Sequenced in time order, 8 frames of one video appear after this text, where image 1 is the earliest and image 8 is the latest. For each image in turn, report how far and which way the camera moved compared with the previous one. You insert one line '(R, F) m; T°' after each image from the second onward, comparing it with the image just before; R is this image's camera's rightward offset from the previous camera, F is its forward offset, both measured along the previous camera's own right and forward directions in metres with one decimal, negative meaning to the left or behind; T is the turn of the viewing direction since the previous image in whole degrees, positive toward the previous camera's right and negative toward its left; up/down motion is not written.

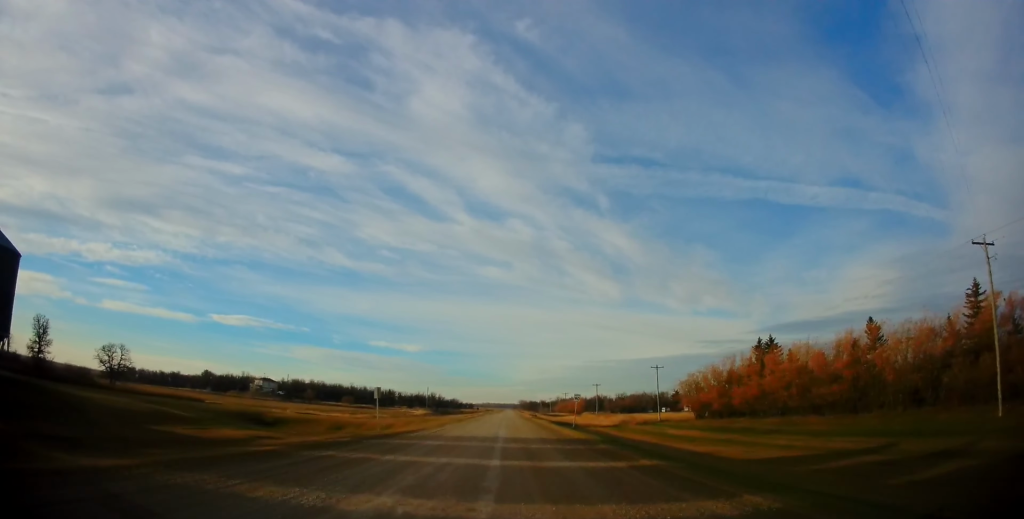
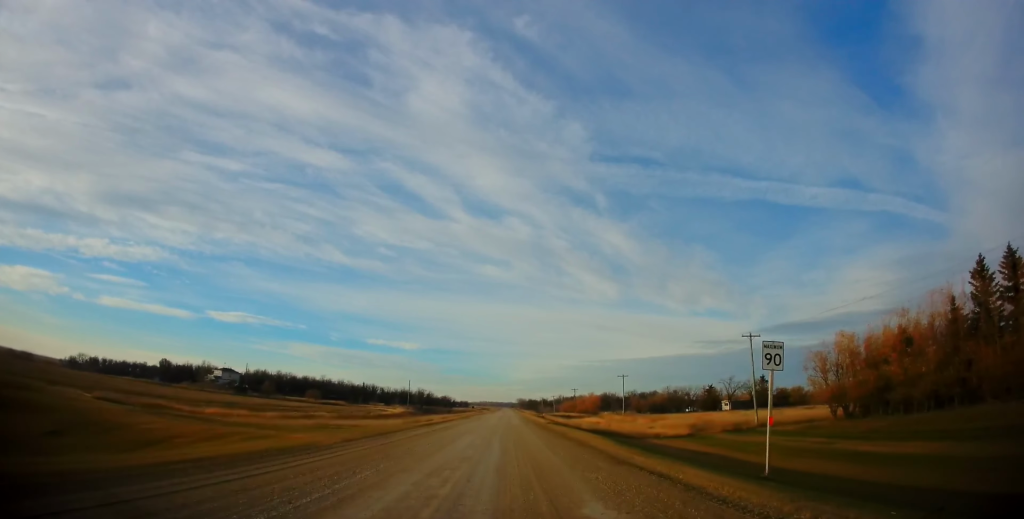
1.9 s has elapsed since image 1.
(0.0, +41.1) m; 0°
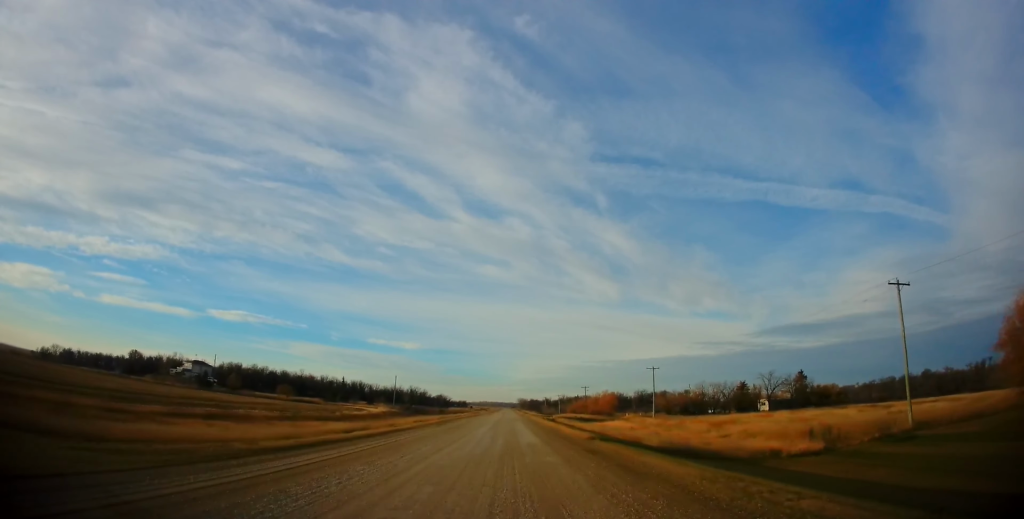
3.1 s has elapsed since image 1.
(+0.1, +25.8) m; 0°
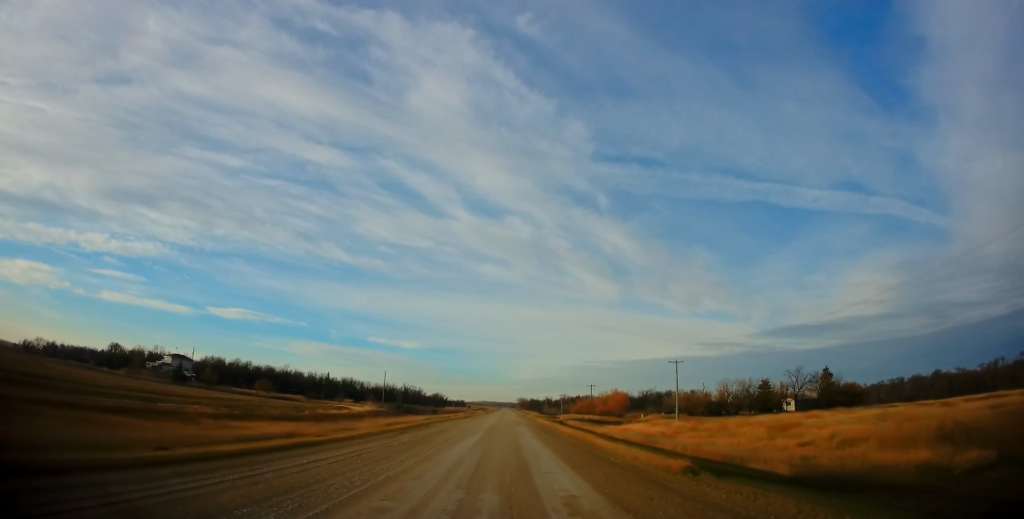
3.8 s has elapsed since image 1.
(0.0, +14.0) m; 0°
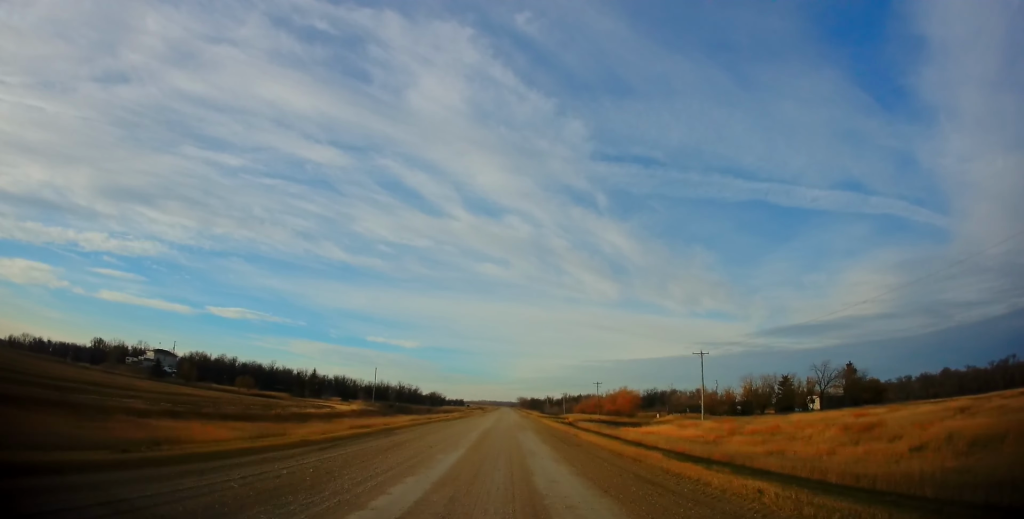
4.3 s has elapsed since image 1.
(-0.2, +10.8) m; 0°
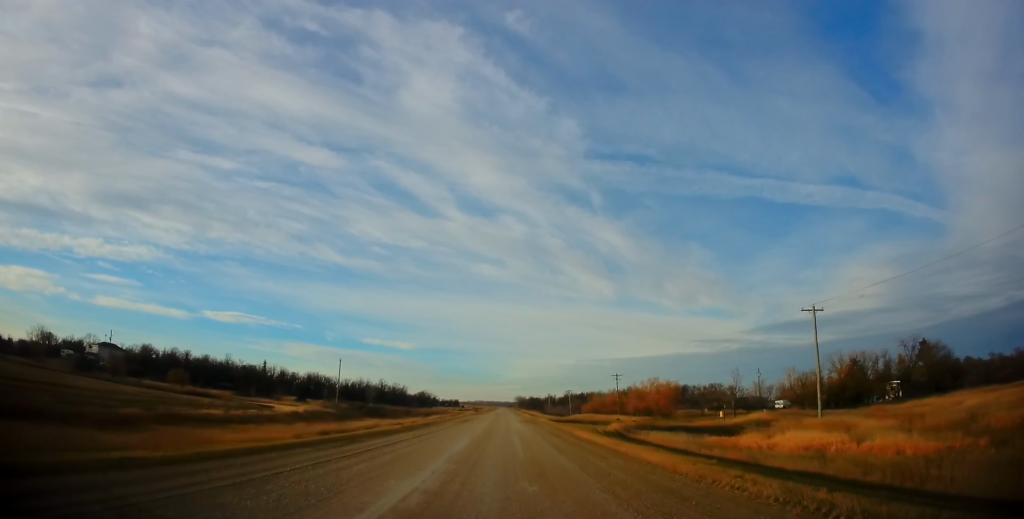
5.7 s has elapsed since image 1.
(+0.3, +26.4) m; +1°
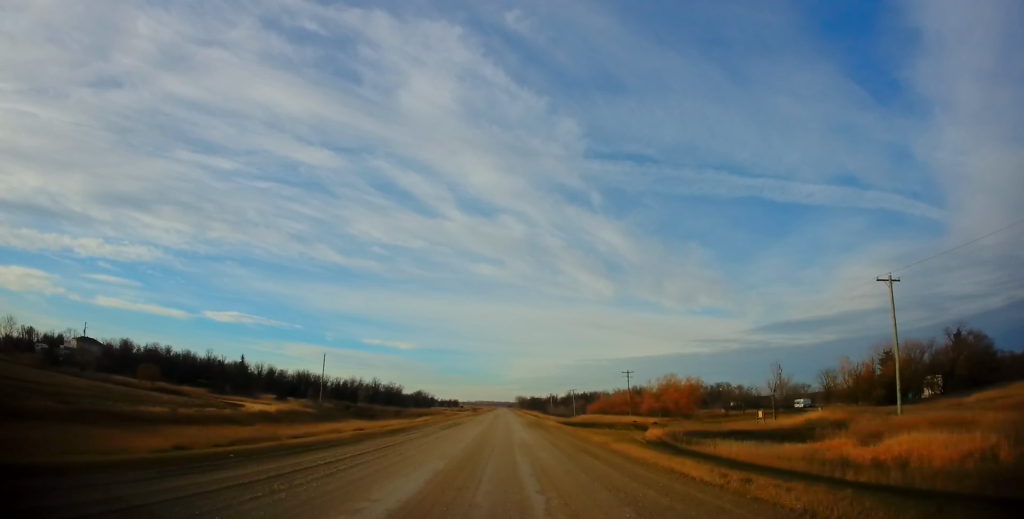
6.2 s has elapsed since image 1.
(0.0, +9.3) m; 0°
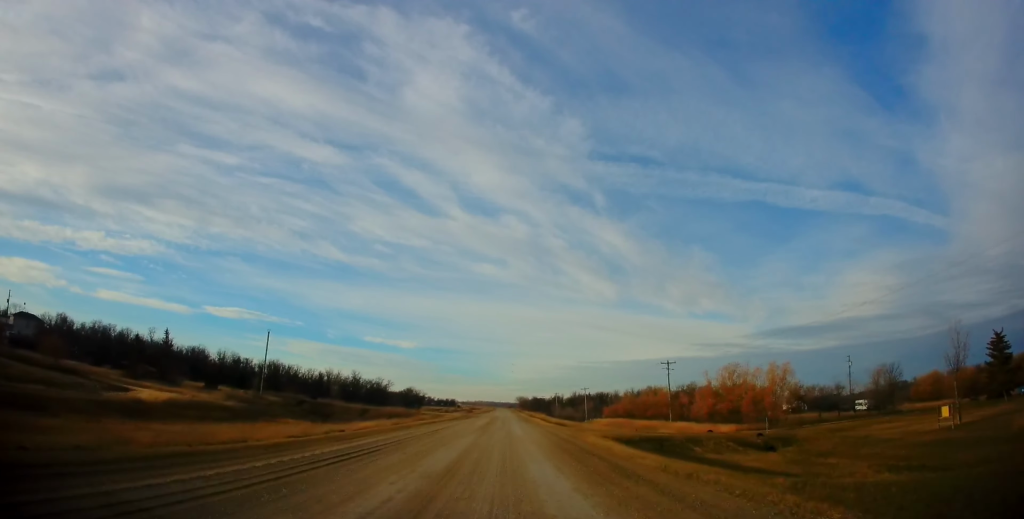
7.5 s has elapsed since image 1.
(-0.2, +25.8) m; 0°
